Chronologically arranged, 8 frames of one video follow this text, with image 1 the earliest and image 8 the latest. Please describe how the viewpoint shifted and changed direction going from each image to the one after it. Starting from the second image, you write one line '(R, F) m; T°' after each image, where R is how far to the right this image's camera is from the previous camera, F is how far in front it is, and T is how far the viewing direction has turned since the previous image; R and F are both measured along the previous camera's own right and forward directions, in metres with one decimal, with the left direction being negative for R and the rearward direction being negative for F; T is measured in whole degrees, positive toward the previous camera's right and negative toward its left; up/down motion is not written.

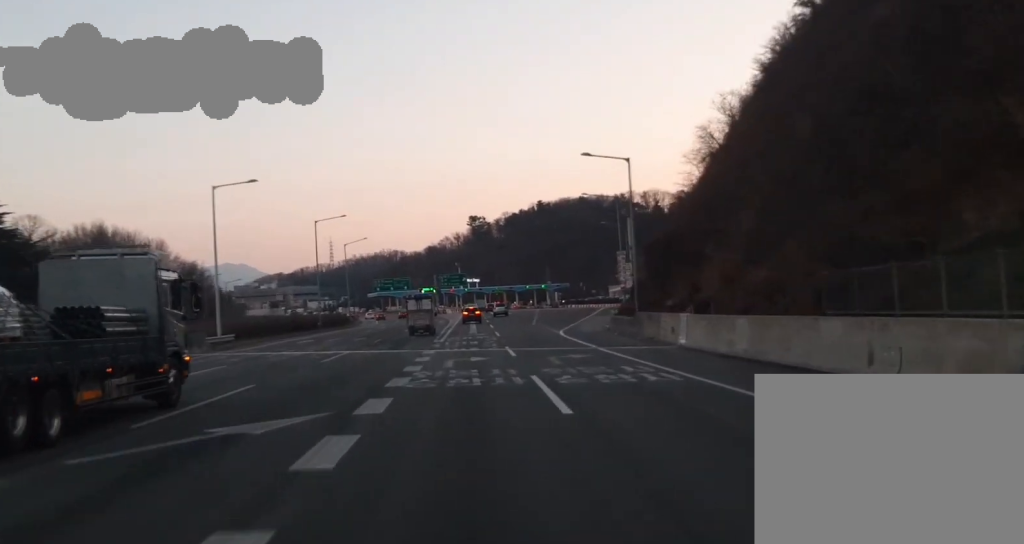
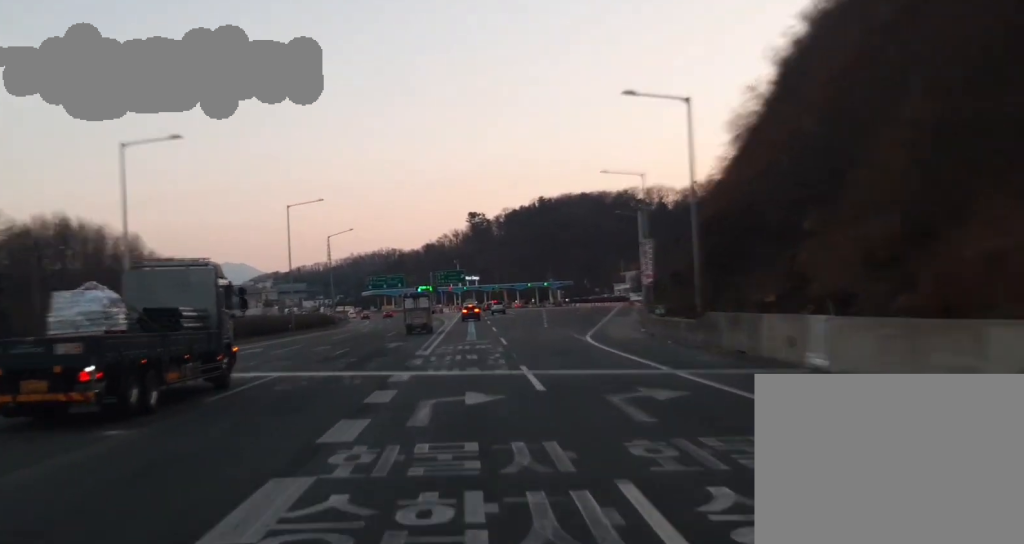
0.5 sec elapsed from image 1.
(-0.1, +15.3) m; 0°
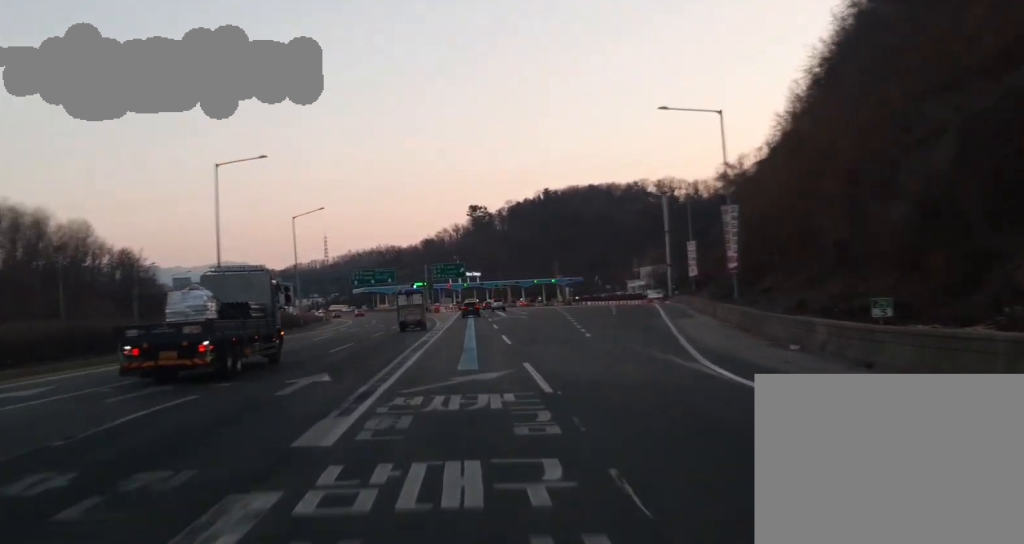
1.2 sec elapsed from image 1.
(+0.3, +25.3) m; +1°
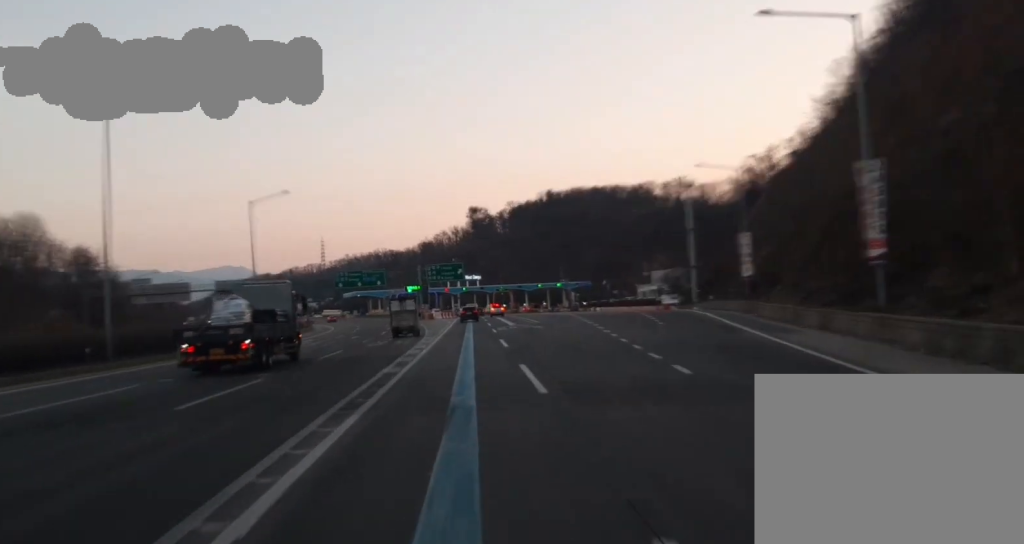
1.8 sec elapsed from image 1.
(+0.1, +19.7) m; 0°
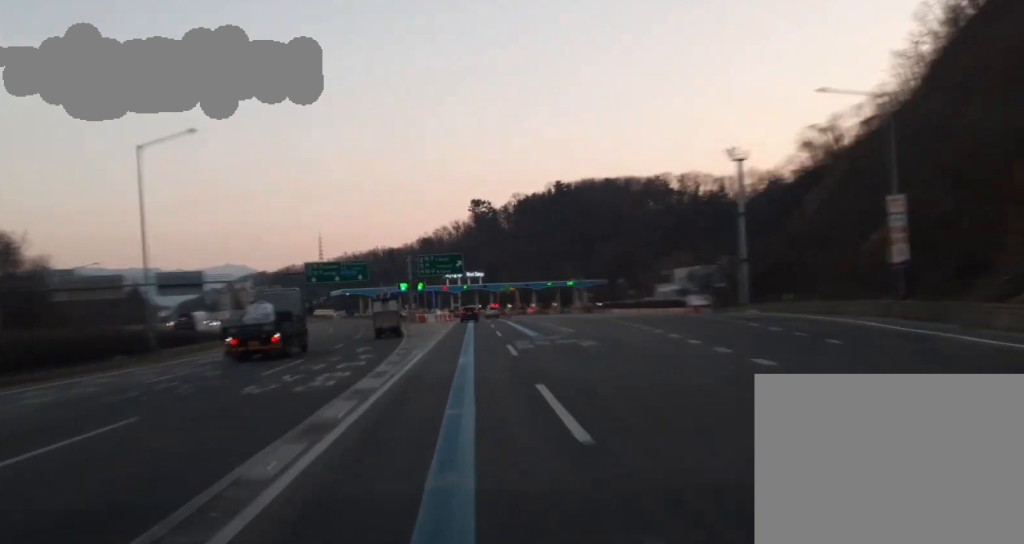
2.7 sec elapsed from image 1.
(0.0, +28.3) m; 0°
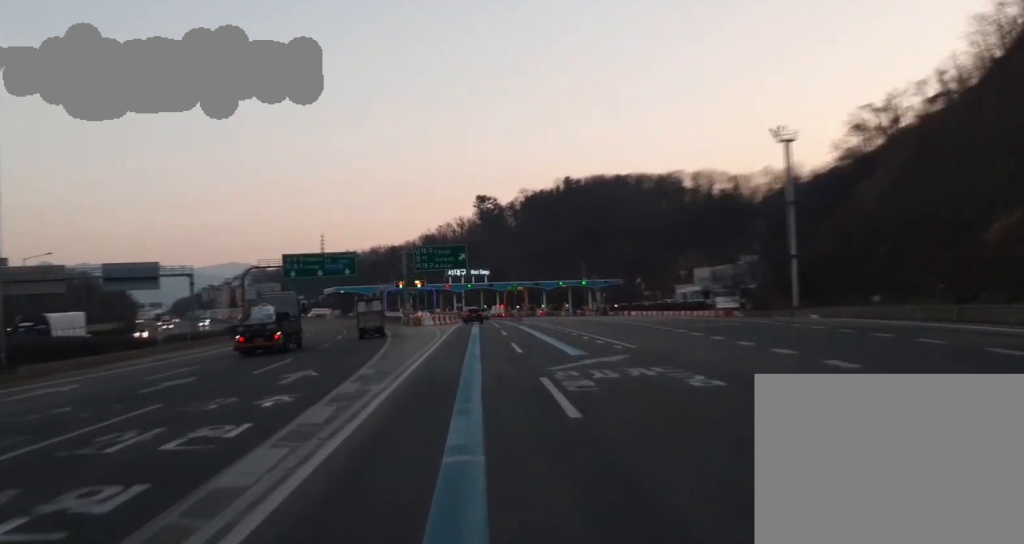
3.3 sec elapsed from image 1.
(0.0, +18.2) m; 0°
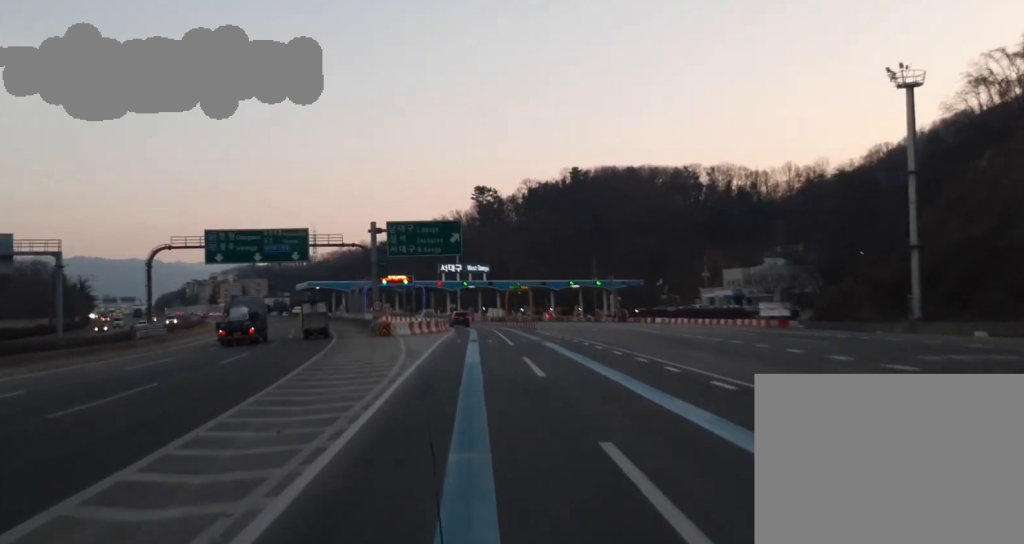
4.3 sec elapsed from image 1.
(0.0, +31.6) m; +1°
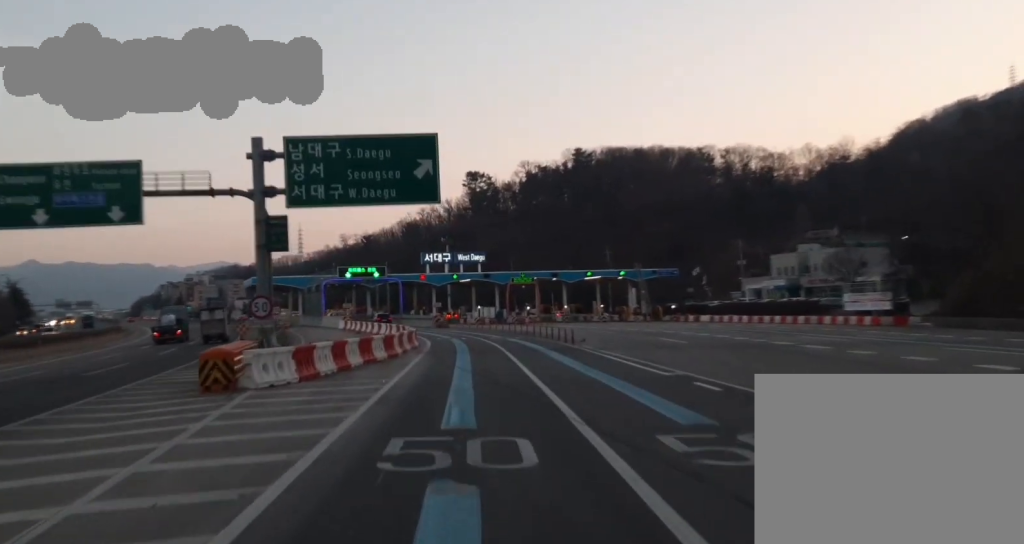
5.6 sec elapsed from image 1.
(+0.4, +41.3) m; +1°
